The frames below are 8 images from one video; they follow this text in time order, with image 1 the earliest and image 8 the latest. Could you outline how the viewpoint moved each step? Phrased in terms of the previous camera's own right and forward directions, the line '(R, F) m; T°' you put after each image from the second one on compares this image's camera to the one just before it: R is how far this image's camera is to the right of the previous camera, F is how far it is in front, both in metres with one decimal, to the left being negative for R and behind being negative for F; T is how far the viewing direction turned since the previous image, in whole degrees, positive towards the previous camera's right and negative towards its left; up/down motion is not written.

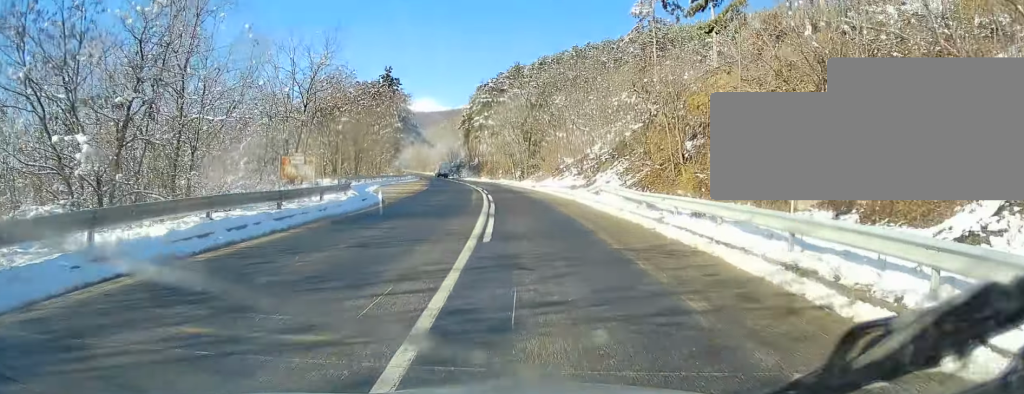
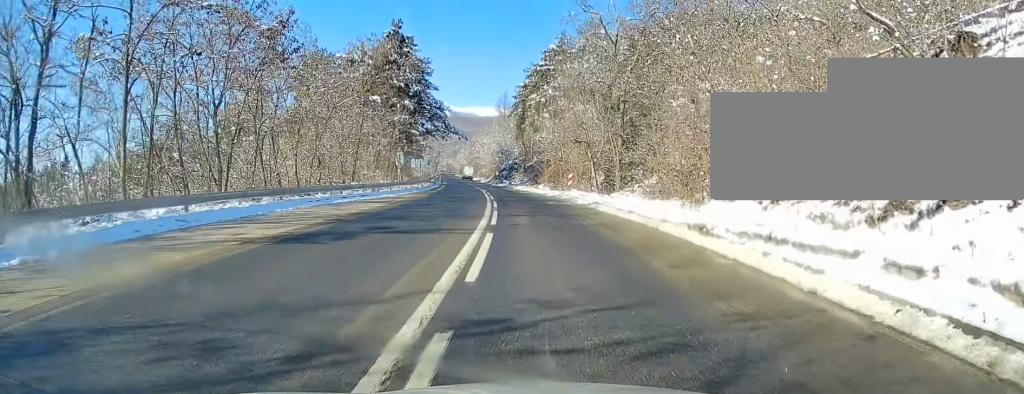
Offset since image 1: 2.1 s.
(-1.9, +38.9) m; -5°
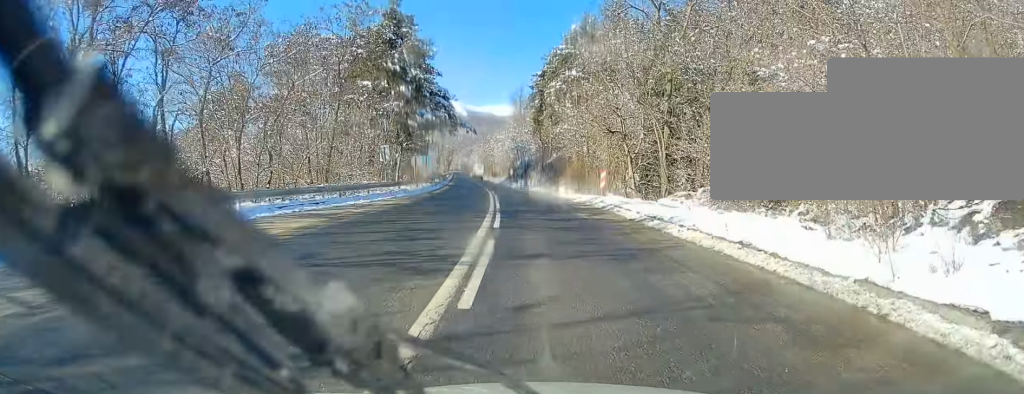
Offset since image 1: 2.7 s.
(-0.1, +10.5) m; -1°
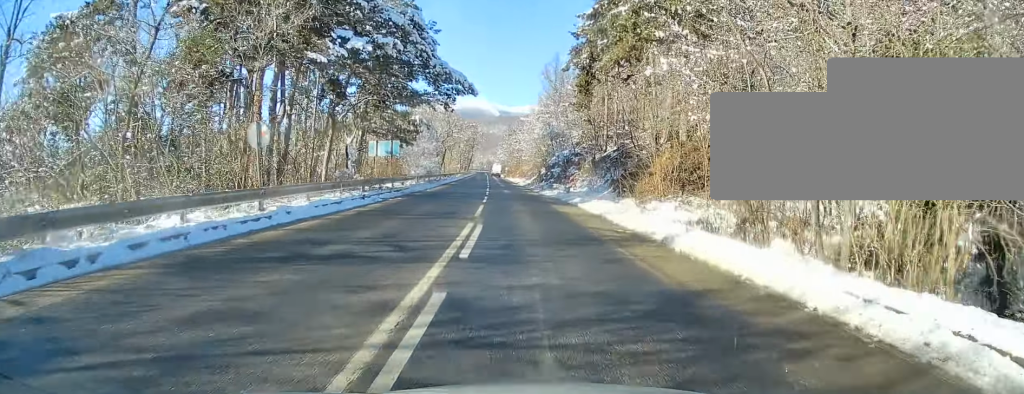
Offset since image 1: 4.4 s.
(-0.8, +32.2) m; -4°
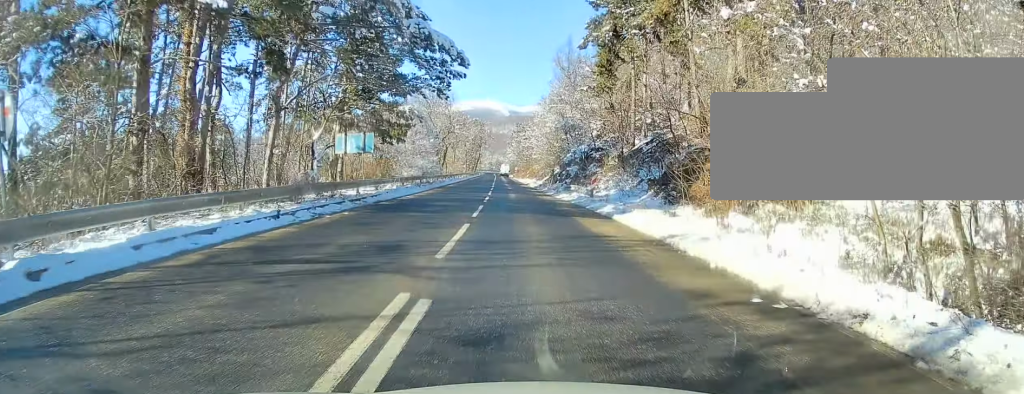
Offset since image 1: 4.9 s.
(-0.3, +9.4) m; -1°
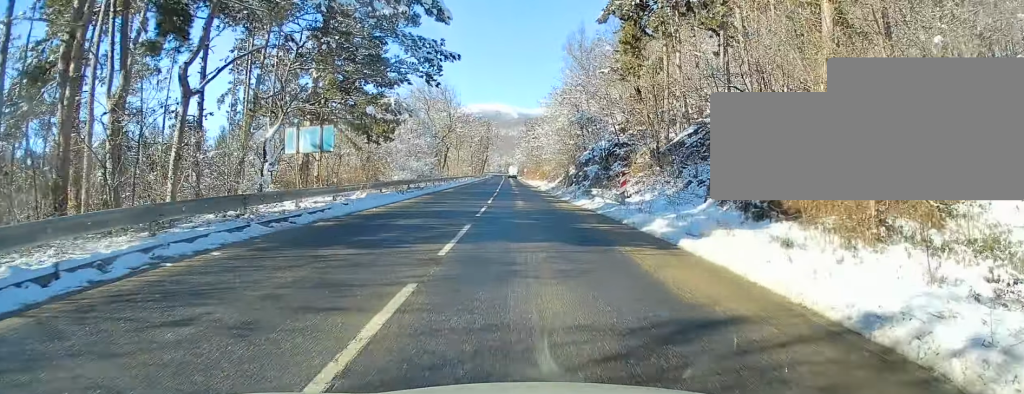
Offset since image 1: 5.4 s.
(-0.1, +8.1) m; -1°
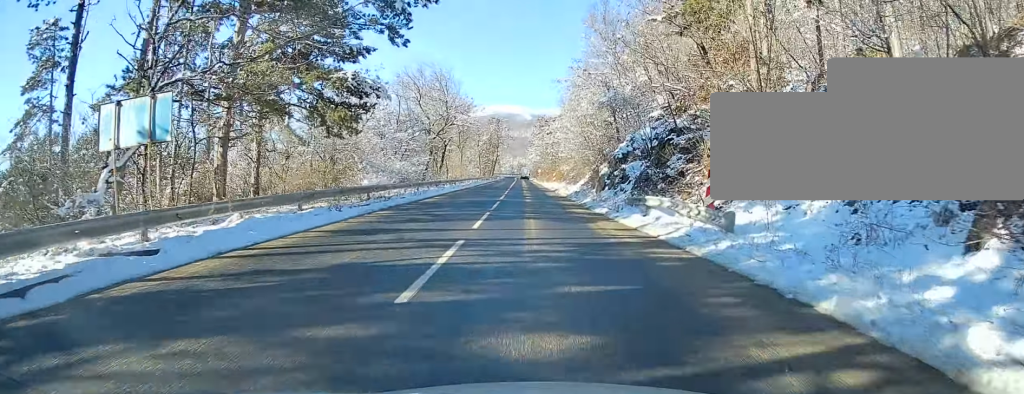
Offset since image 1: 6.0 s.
(0.0, +12.6) m; 0°
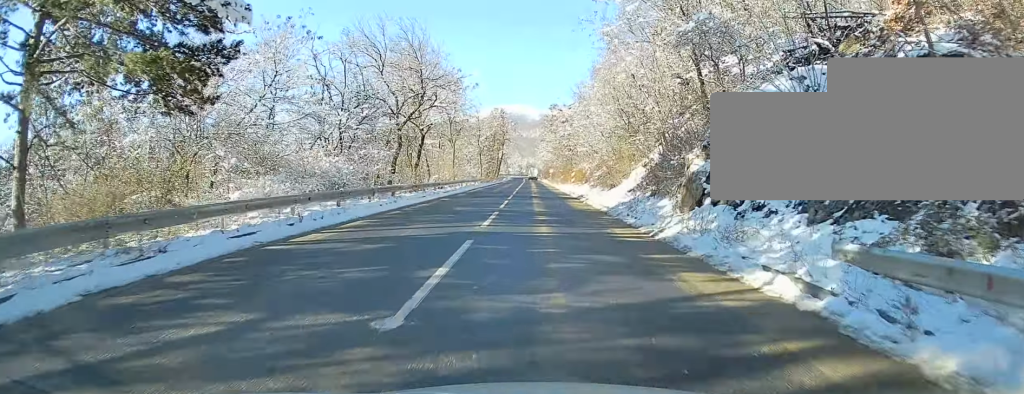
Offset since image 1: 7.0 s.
(0.0, +17.6) m; 0°
